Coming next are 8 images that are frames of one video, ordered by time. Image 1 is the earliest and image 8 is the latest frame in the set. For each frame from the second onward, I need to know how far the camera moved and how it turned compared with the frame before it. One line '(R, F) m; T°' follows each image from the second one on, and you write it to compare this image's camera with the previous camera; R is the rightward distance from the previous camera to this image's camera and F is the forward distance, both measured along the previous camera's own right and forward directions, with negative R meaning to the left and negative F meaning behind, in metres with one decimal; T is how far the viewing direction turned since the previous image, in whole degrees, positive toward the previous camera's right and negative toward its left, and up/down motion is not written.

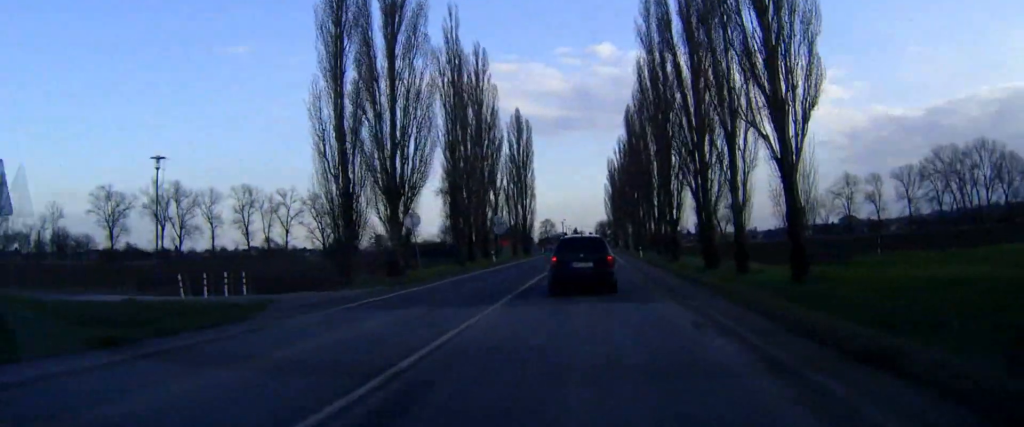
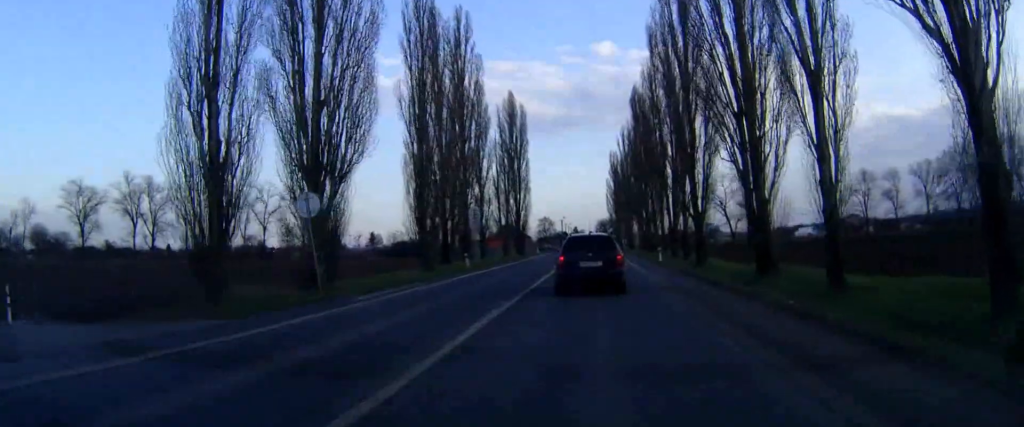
(-0.1, +12.5) m; 0°
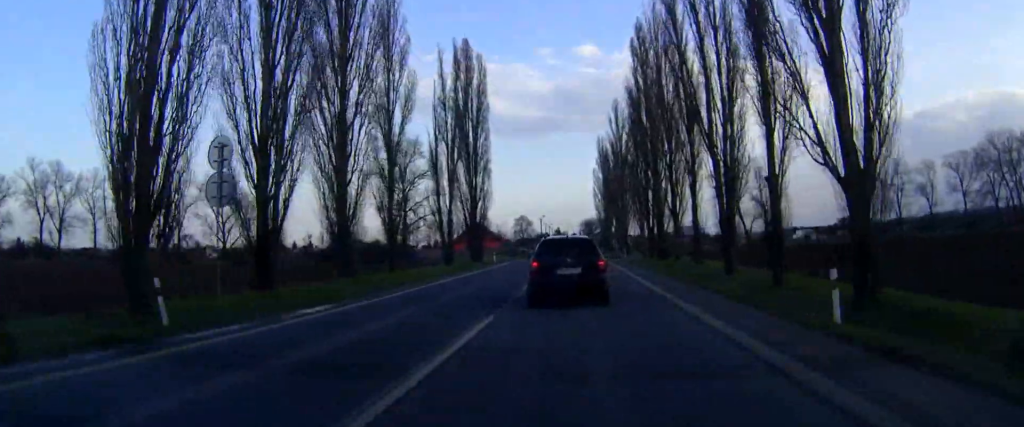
(+0.3, +30.4) m; +1°
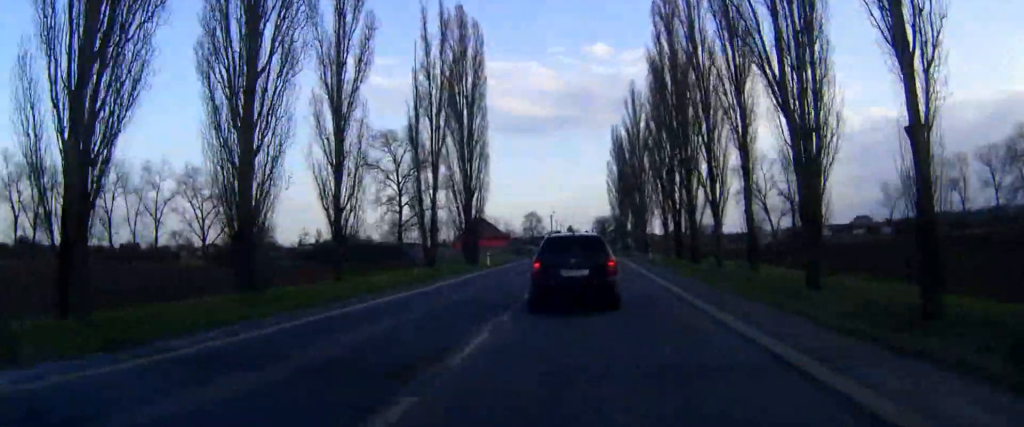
(-0.1, +11.7) m; -1°
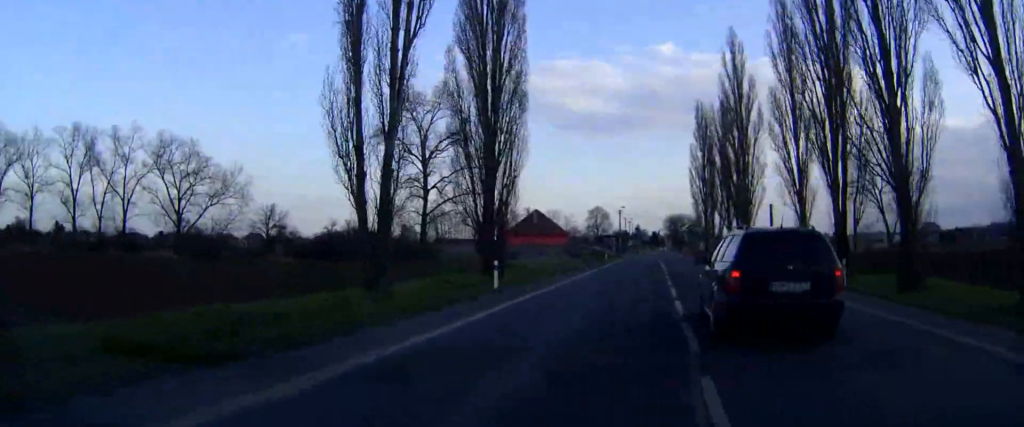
(-0.8, +26.3) m; -2°
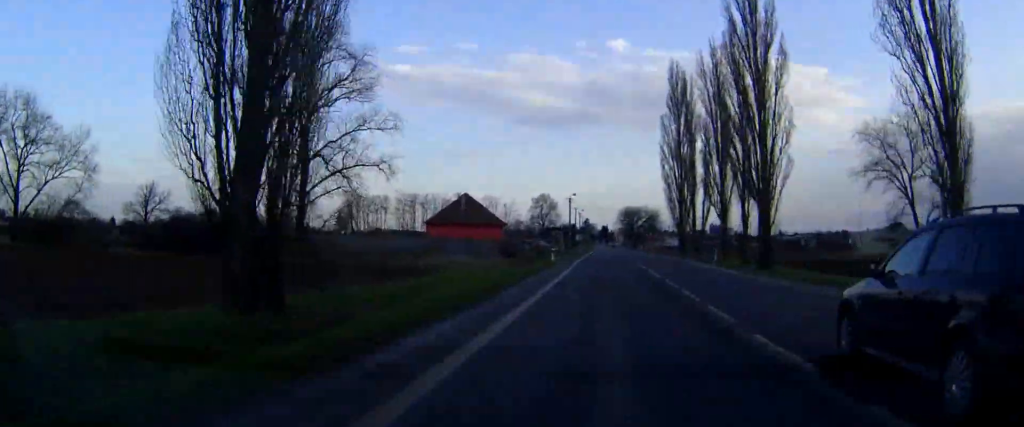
(+0.2, +25.3) m; +2°
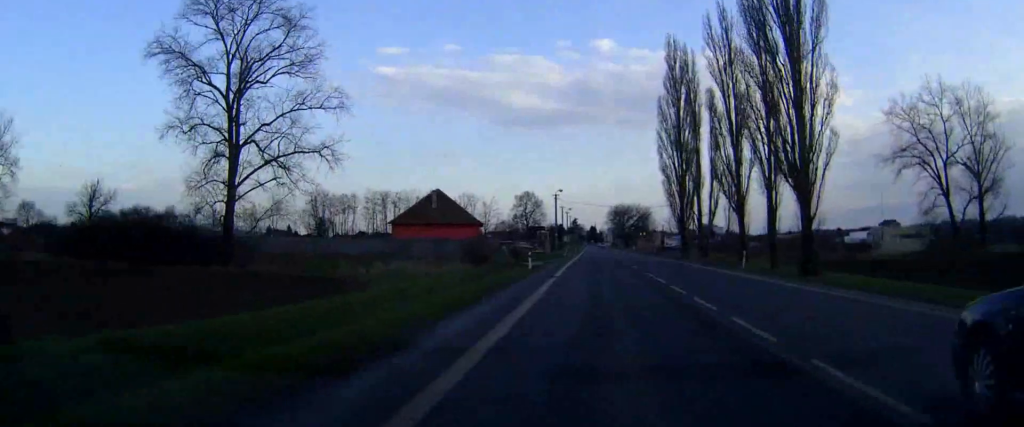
(+0.2, +11.5) m; +1°
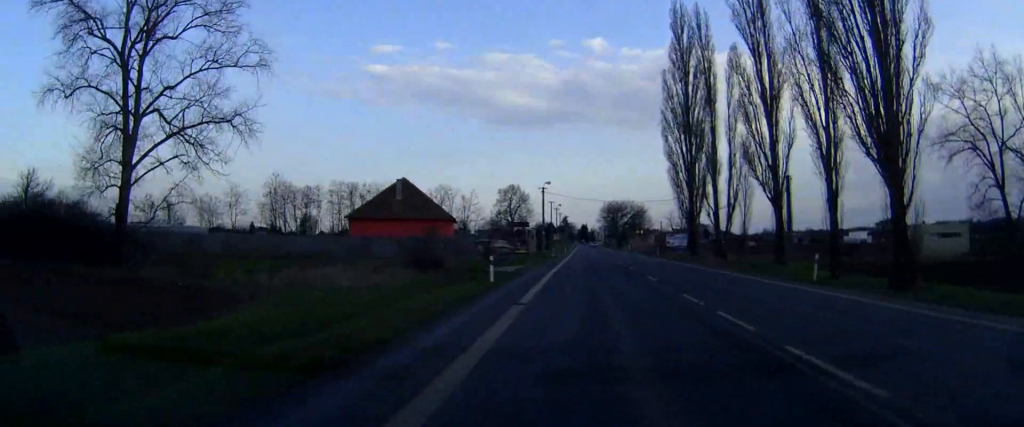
(+0.1, +12.4) m; +1°
